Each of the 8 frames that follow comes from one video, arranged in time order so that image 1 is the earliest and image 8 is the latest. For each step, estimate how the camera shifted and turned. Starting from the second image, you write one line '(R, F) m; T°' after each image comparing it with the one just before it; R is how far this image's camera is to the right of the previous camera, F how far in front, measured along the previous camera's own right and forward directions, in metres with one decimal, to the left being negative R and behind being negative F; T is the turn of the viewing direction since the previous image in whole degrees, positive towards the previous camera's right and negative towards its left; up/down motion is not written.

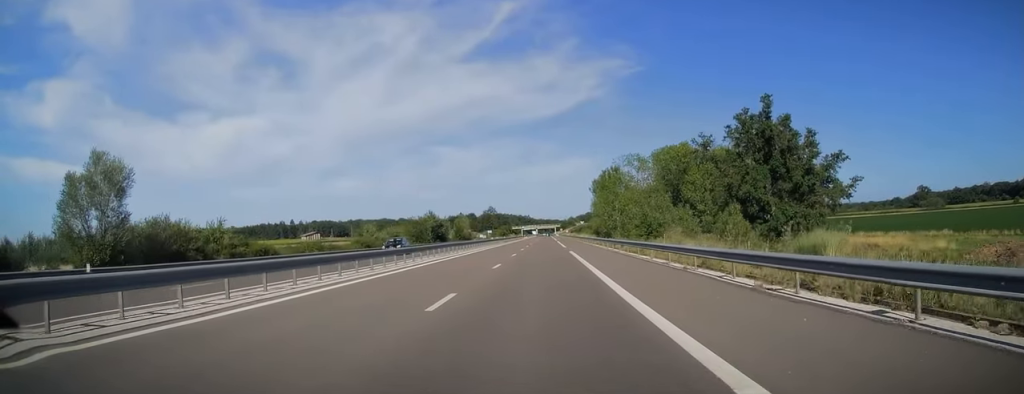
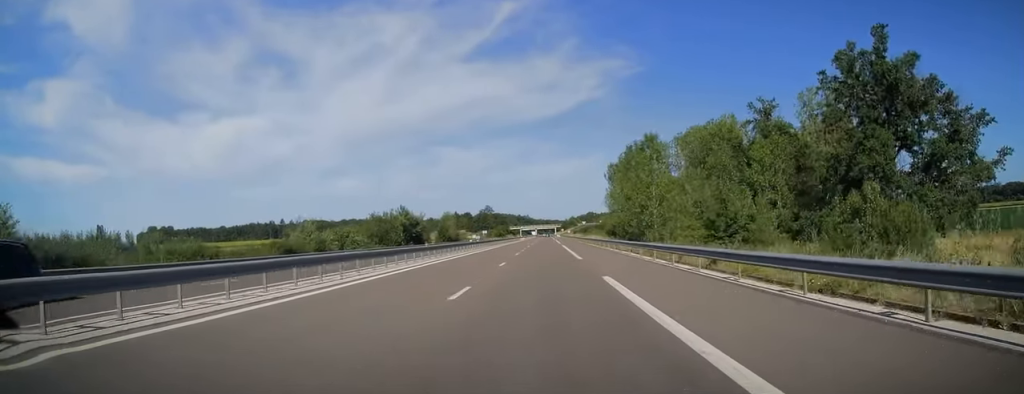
(0.0, +24.1) m; 0°
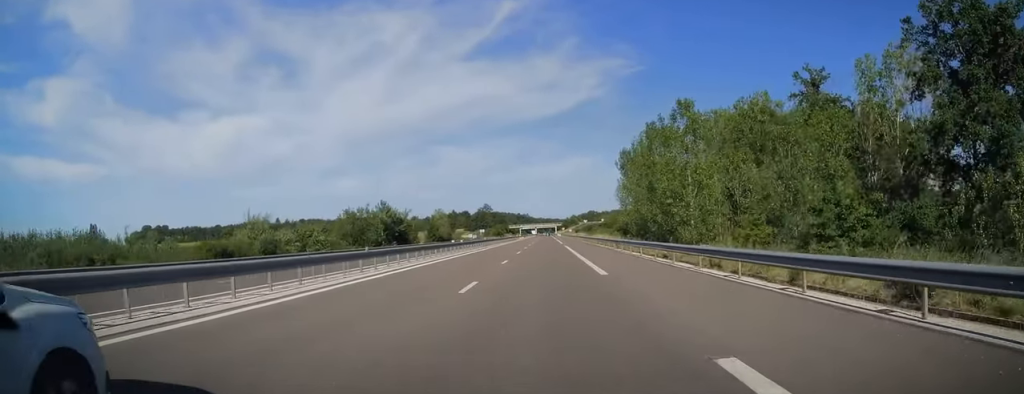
(0.0, +11.8) m; 0°
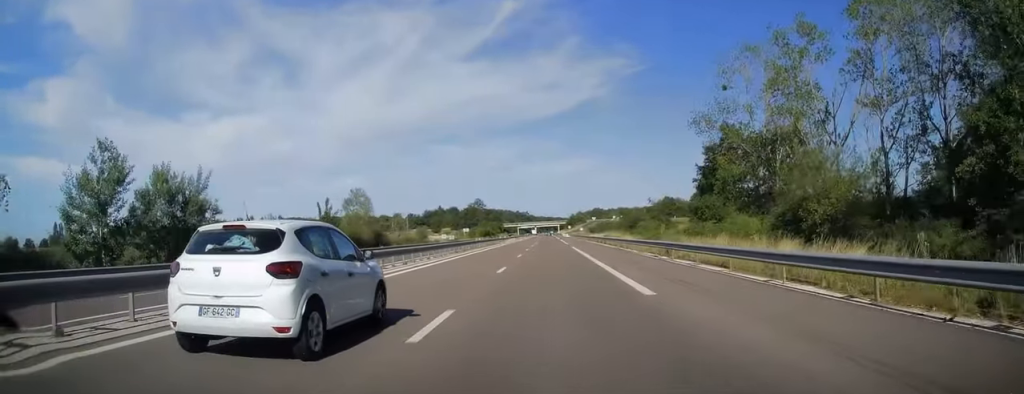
(0.0, +58.1) m; 0°
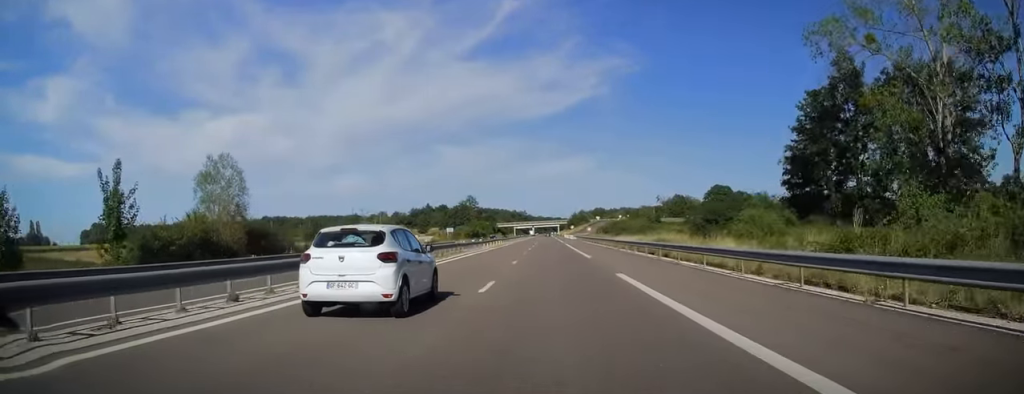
(0.0, +32.5) m; 0°
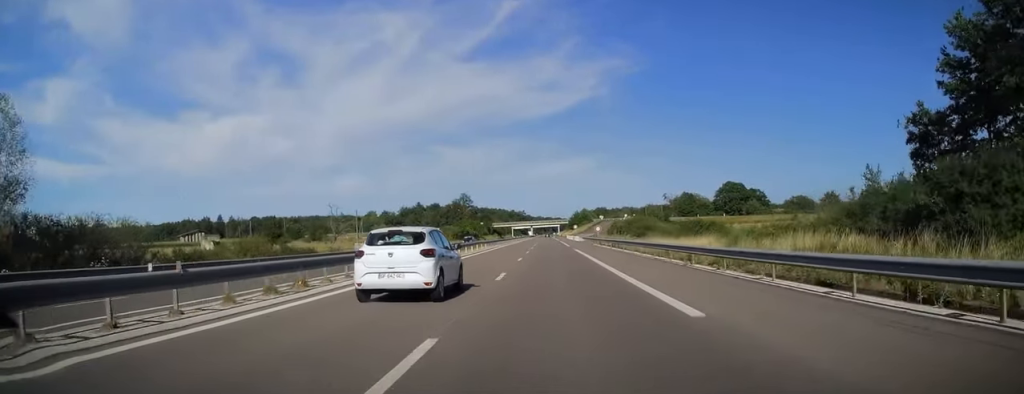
(0.0, +22.2) m; 0°
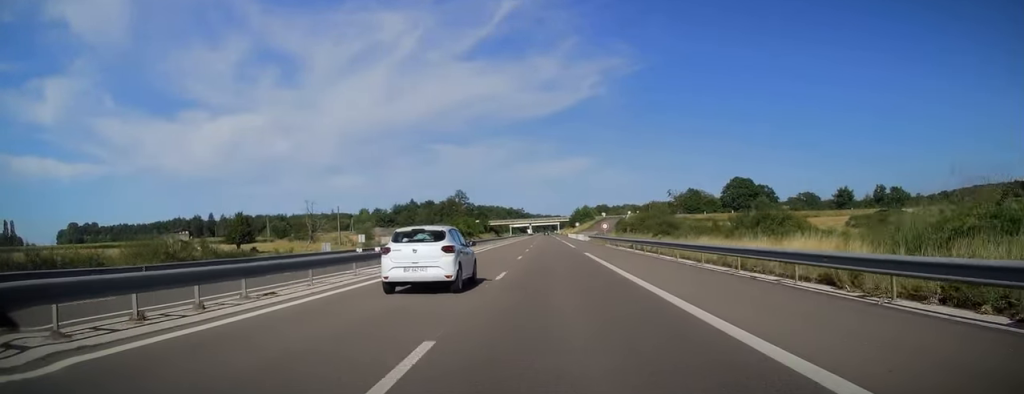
(0.0, +13.3) m; 0°
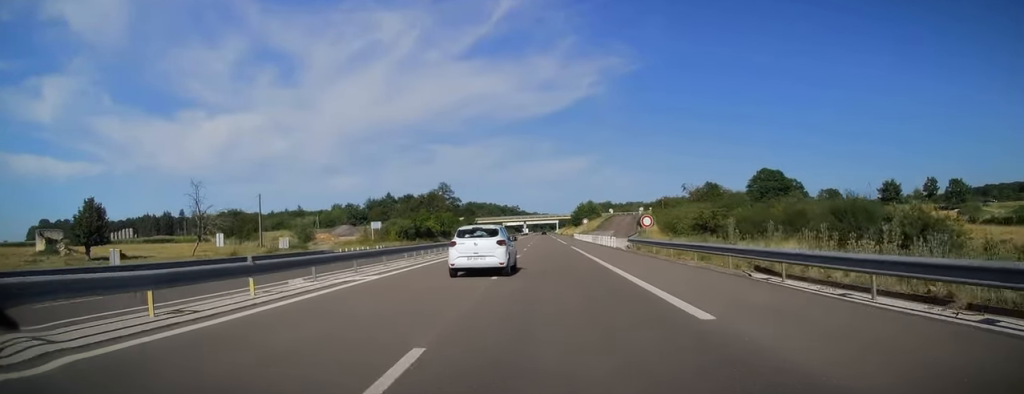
(+0.1, +39.4) m; +1°
